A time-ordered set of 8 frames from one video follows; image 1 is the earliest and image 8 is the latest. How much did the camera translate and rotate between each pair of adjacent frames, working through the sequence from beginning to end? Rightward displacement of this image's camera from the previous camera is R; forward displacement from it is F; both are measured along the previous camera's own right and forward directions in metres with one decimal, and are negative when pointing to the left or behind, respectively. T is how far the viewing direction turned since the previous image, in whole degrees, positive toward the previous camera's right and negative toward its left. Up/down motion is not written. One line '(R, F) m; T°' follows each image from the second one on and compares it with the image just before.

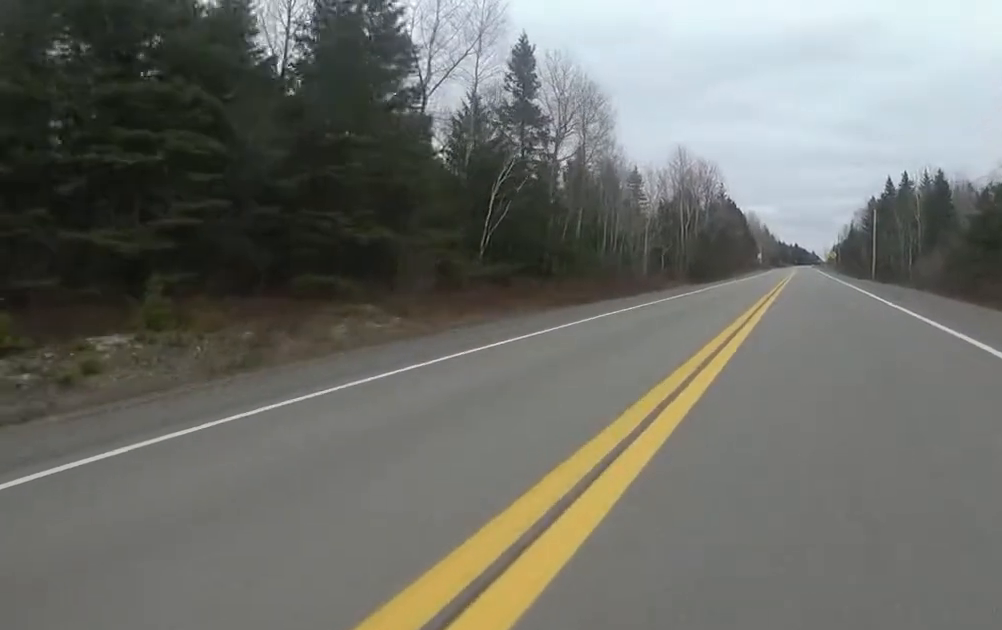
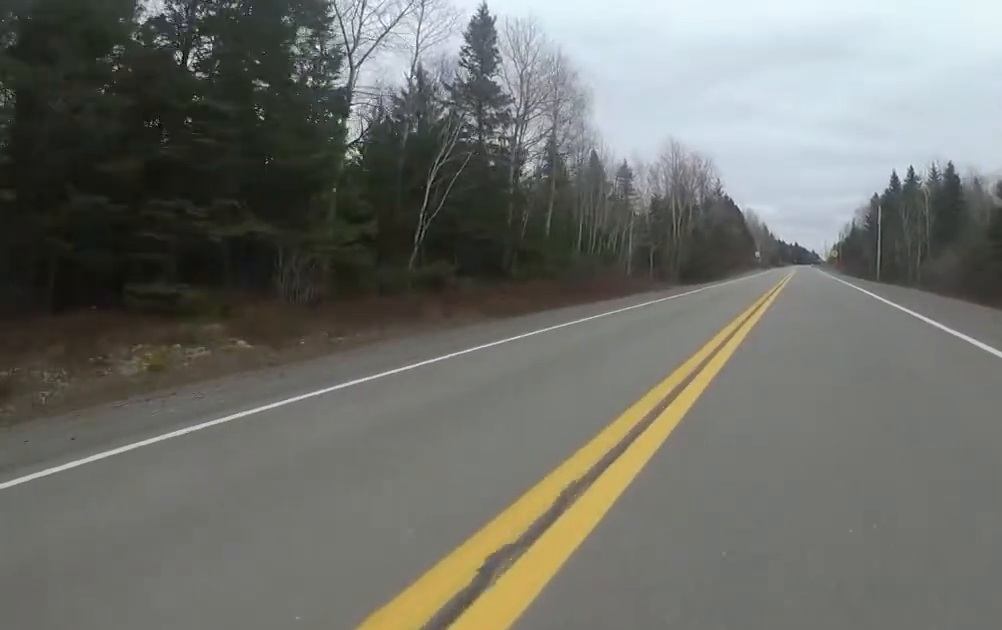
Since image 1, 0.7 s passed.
(0.0, +4.8) m; 0°
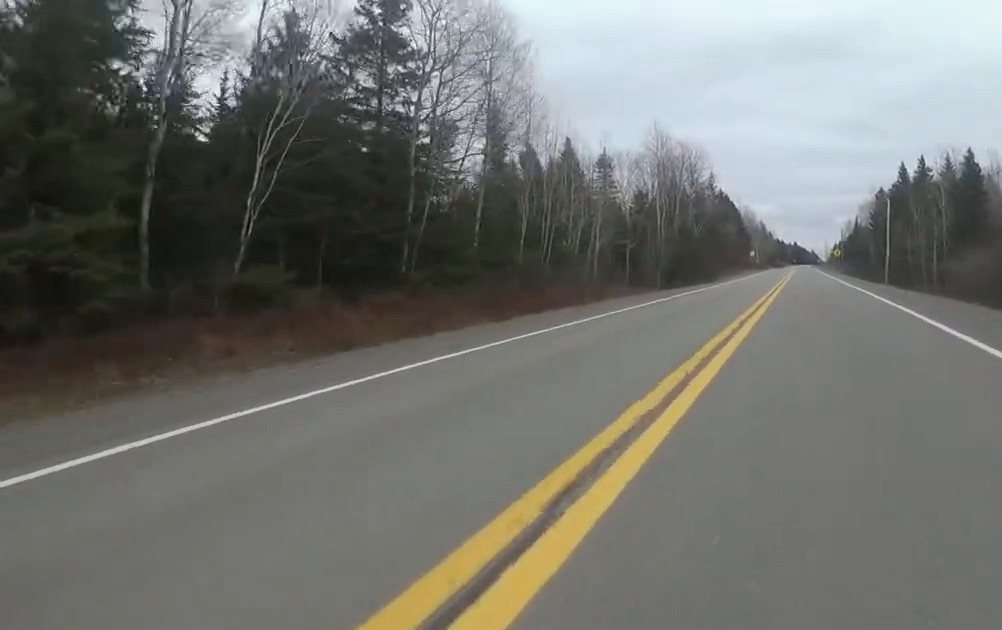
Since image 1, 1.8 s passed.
(0.0, +8.0) m; 0°
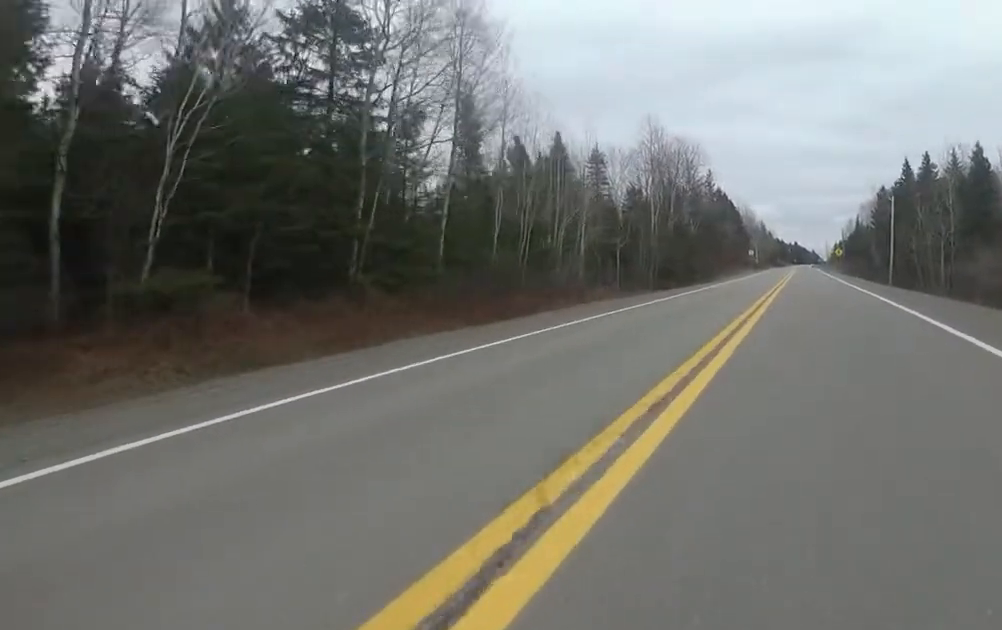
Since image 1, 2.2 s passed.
(0.0, +2.8) m; 0°
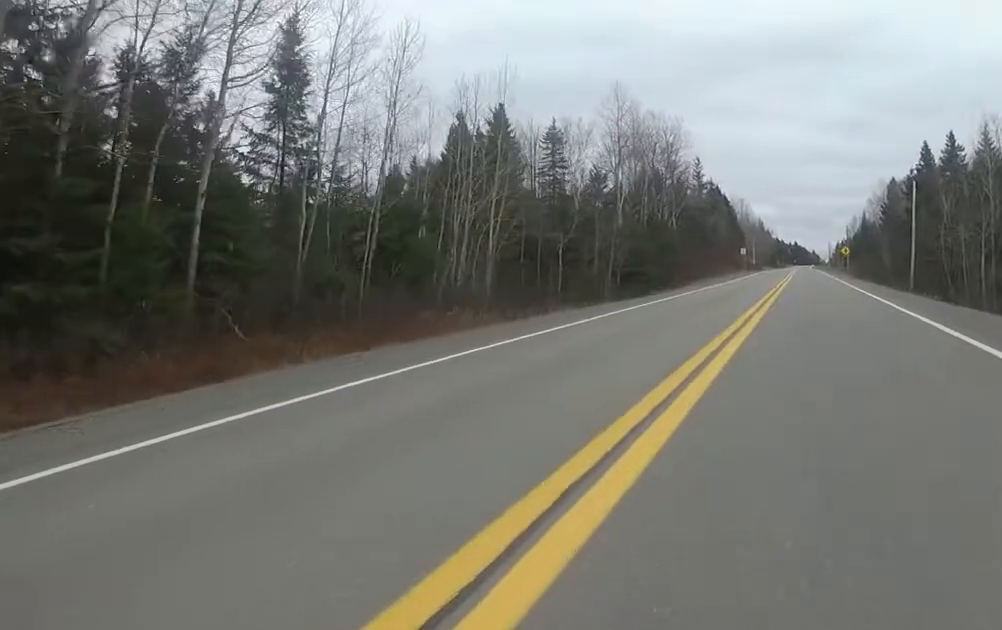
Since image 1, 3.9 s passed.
(0.0, +12.3) m; 0°
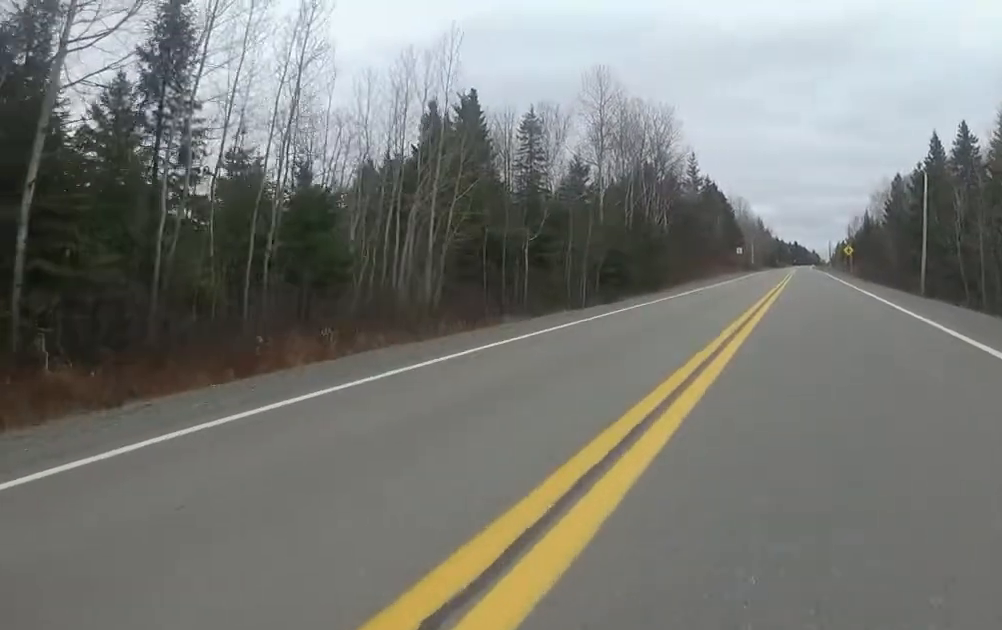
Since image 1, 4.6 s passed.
(0.0, +4.9) m; 0°
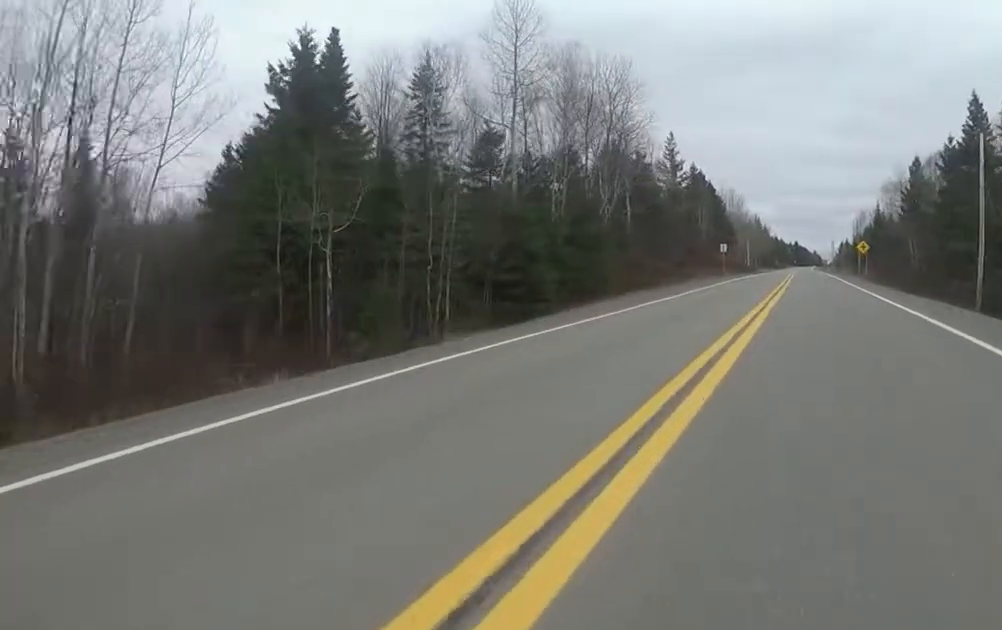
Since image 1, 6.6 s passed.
(+0.1, +15.5) m; +3°
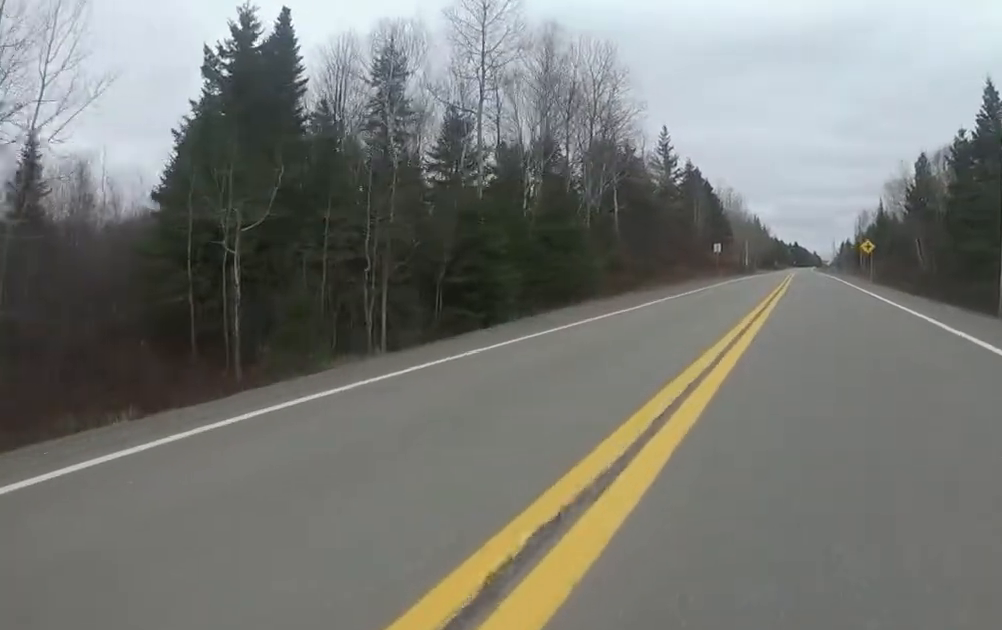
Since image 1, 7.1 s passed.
(+0.2, +3.9) m; -1°
